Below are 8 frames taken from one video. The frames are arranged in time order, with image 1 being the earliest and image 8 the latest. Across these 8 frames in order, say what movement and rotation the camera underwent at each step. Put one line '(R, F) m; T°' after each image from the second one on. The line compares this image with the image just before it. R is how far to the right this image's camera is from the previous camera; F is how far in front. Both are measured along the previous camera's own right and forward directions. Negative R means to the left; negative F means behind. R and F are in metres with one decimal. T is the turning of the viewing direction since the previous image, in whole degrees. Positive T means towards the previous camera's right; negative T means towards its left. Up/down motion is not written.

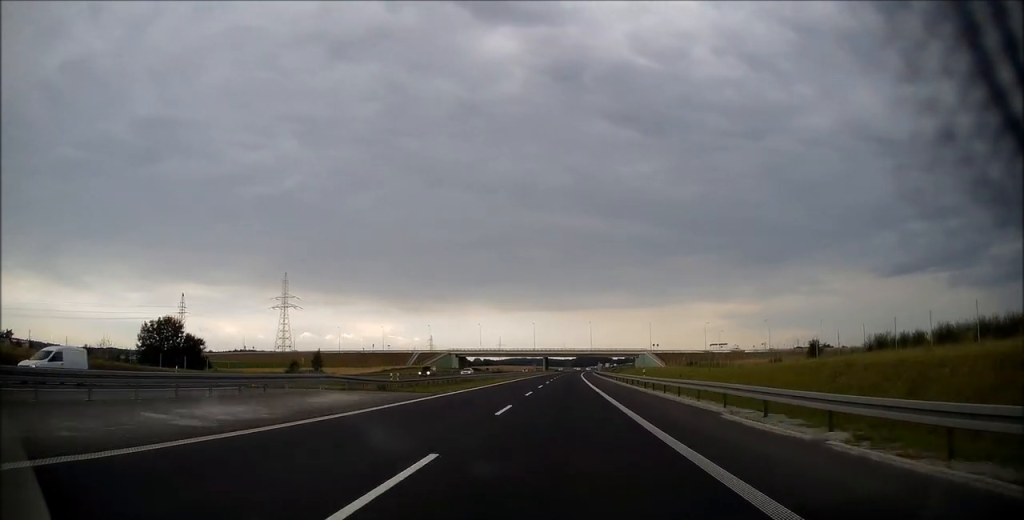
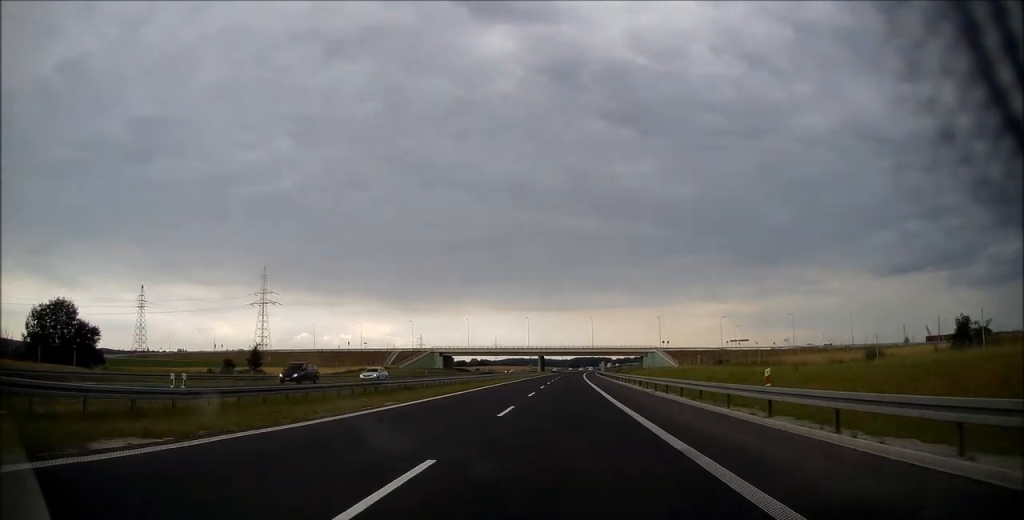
(+0.1, +24.2) m; 0°
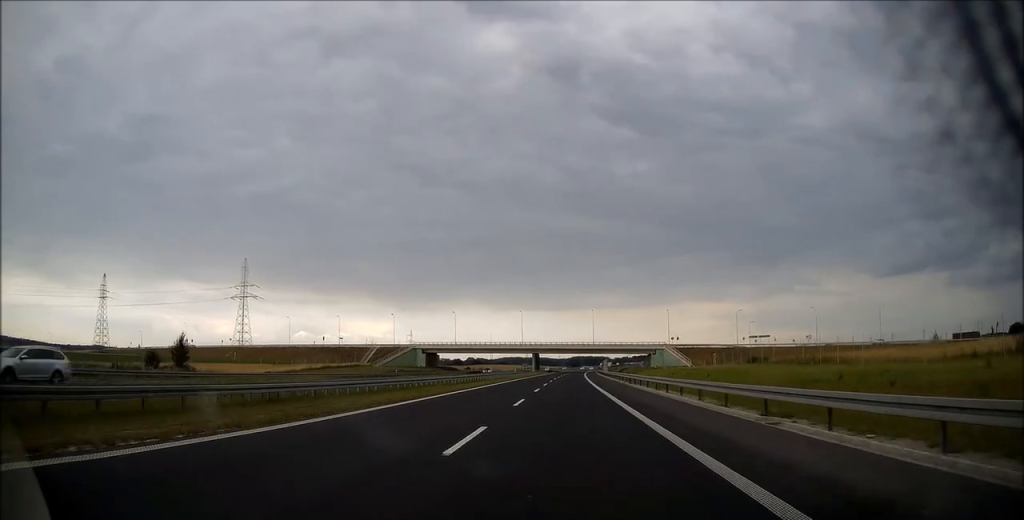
(0.0, +19.6) m; 0°
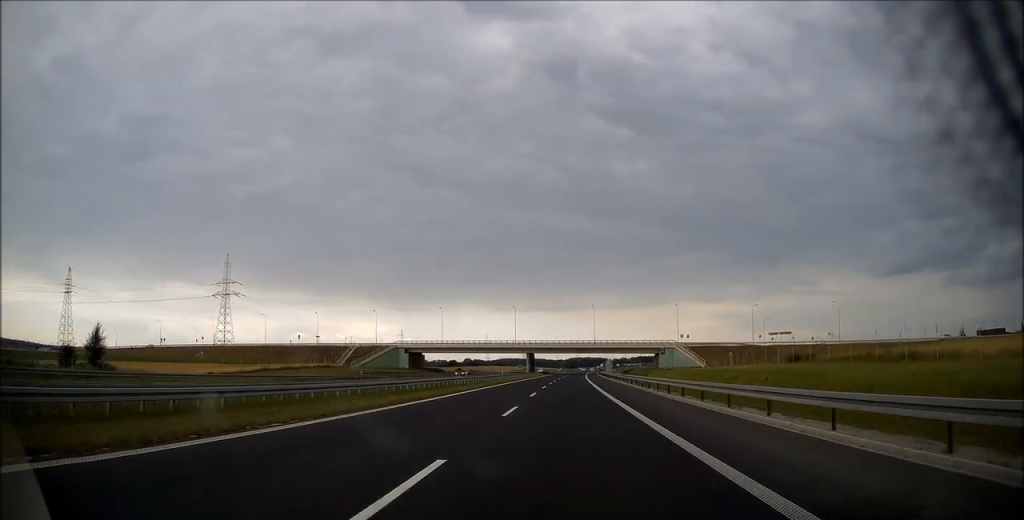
(0.0, +16.1) m; 0°
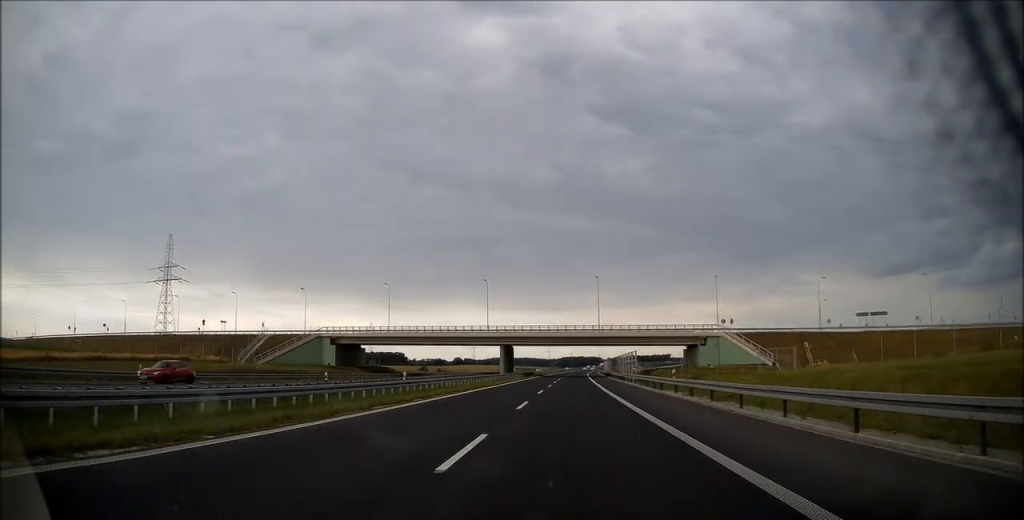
(+0.1, +43.7) m; +1°
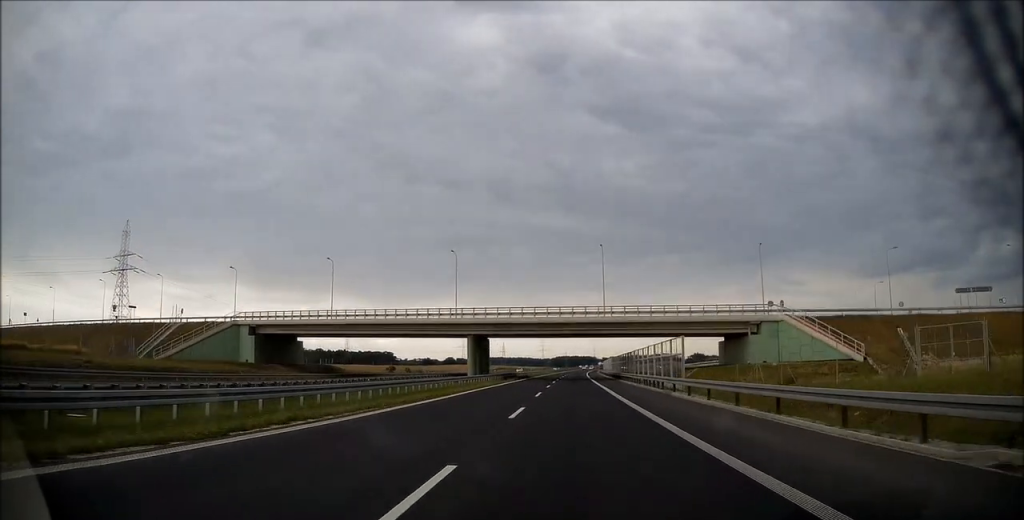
(+0.2, +27.5) m; +1°
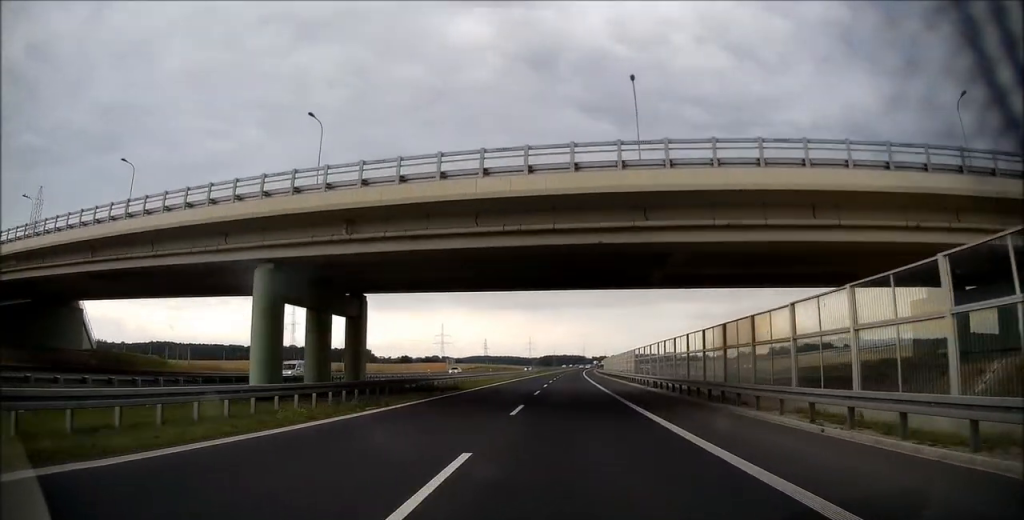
(+0.3, +46.8) m; +1°
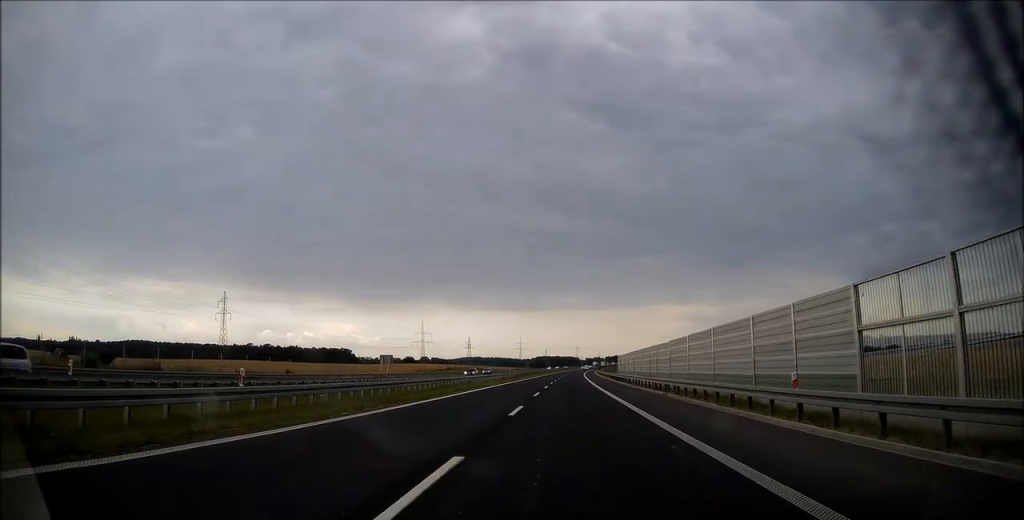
(+0.3, +47.8) m; +1°
